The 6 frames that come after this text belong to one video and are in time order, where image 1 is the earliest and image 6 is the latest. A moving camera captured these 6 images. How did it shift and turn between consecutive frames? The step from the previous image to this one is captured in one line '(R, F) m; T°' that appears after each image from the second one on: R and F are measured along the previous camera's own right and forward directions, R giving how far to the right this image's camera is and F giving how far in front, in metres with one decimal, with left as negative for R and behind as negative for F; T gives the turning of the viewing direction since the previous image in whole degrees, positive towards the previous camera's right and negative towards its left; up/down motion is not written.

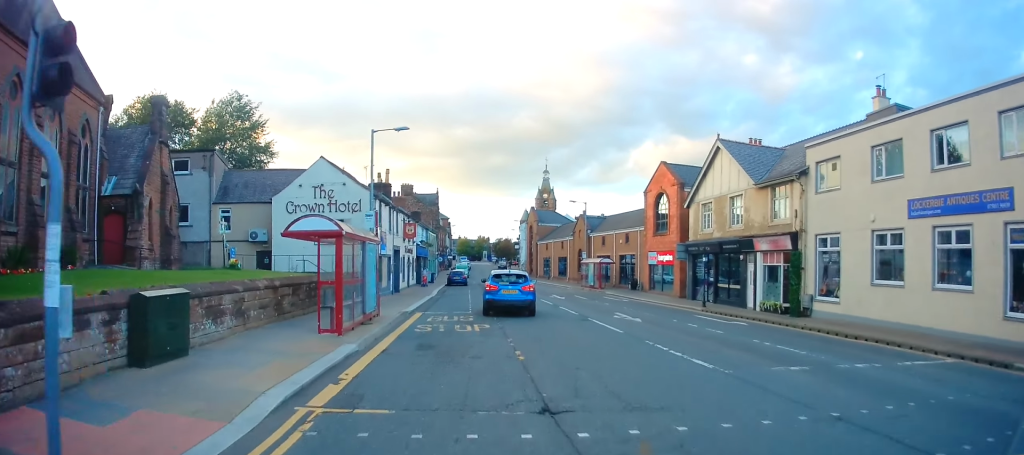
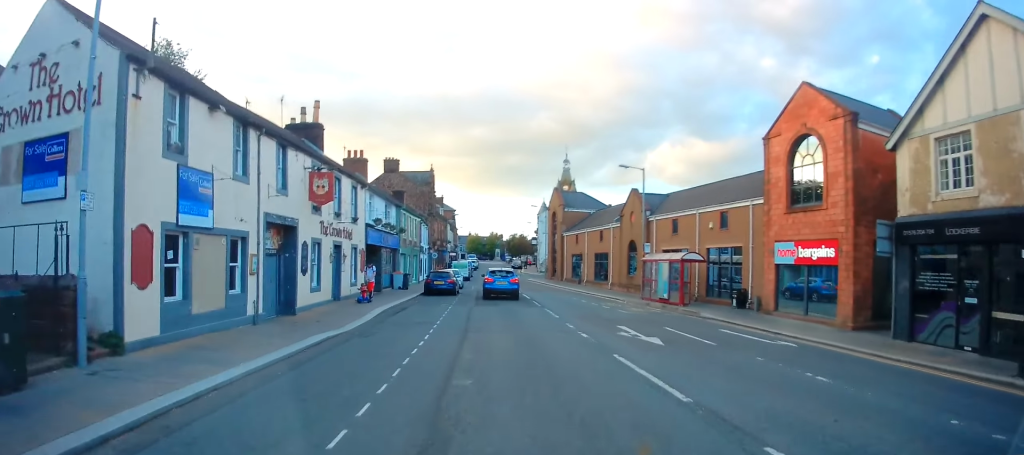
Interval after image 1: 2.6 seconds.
(-0.2, +19.4) m; 0°
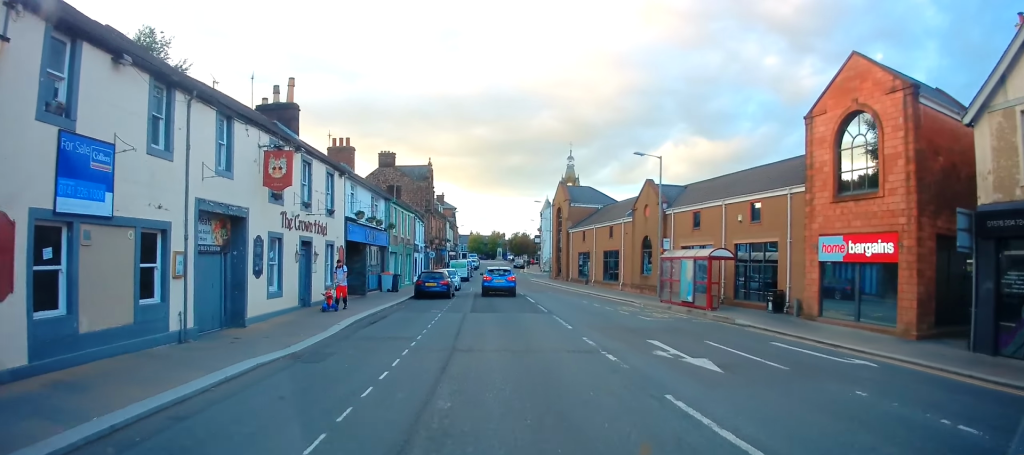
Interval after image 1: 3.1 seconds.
(0.0, +3.7) m; 0°
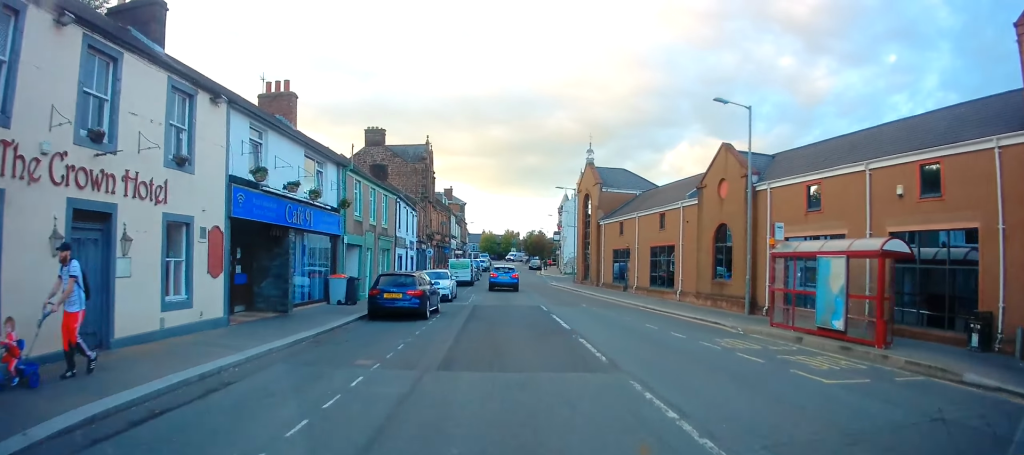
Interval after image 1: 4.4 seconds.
(-0.1, +10.8) m; -3°
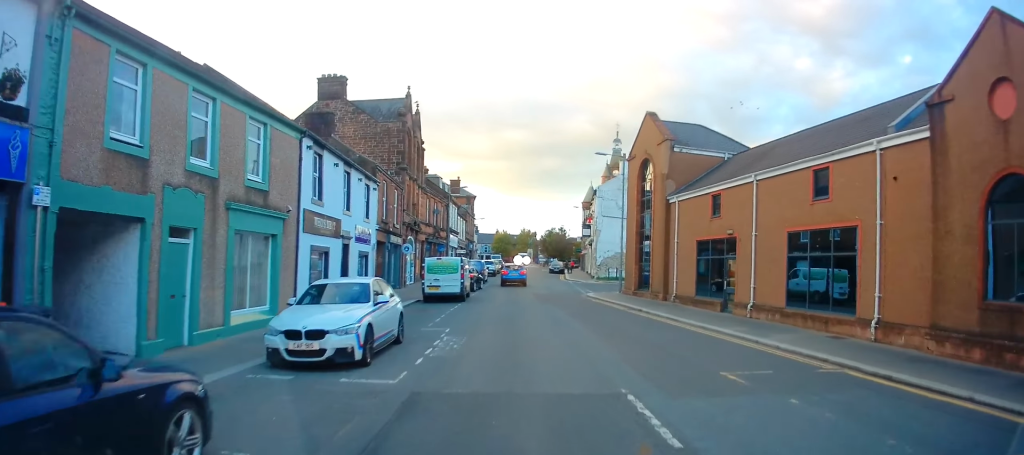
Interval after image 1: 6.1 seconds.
(-0.4, +15.7) m; -2°
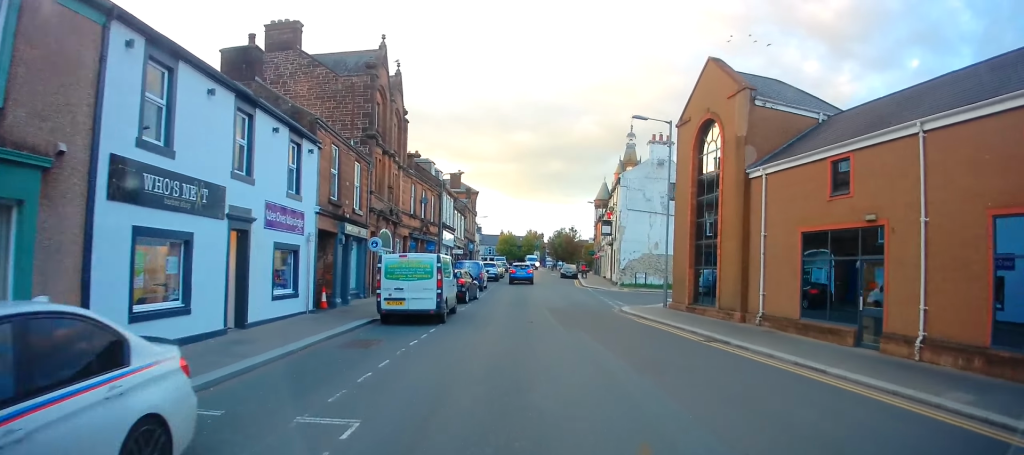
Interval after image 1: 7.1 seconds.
(0.0, +8.9) m; 0°
